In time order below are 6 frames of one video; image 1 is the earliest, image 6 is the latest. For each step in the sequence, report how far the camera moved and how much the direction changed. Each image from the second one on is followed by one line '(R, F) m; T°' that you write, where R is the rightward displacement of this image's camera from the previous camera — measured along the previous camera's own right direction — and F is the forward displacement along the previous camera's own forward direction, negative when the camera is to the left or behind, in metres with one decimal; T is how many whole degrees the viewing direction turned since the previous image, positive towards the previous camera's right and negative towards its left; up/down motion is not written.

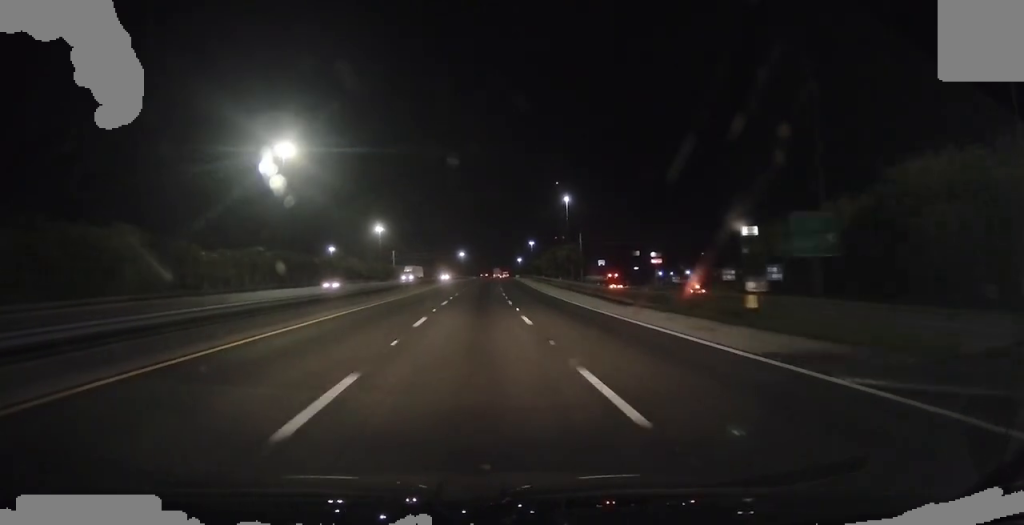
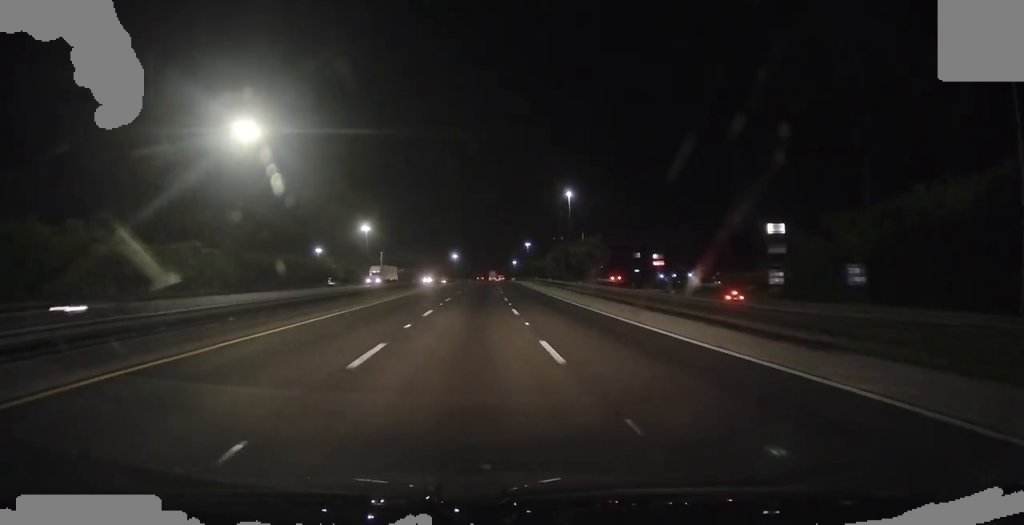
(+0.3, +20.1) m; +1°
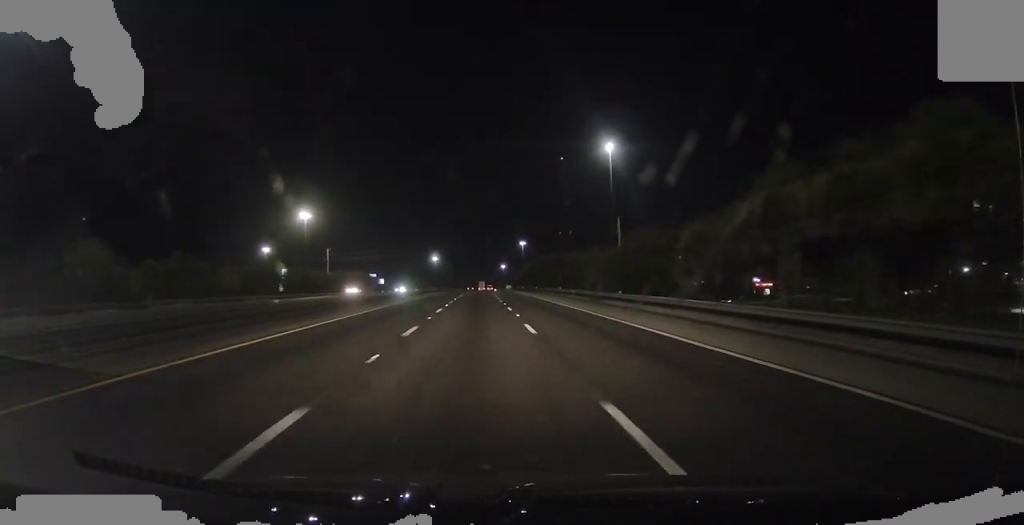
(+2.2, +80.1) m; +2°
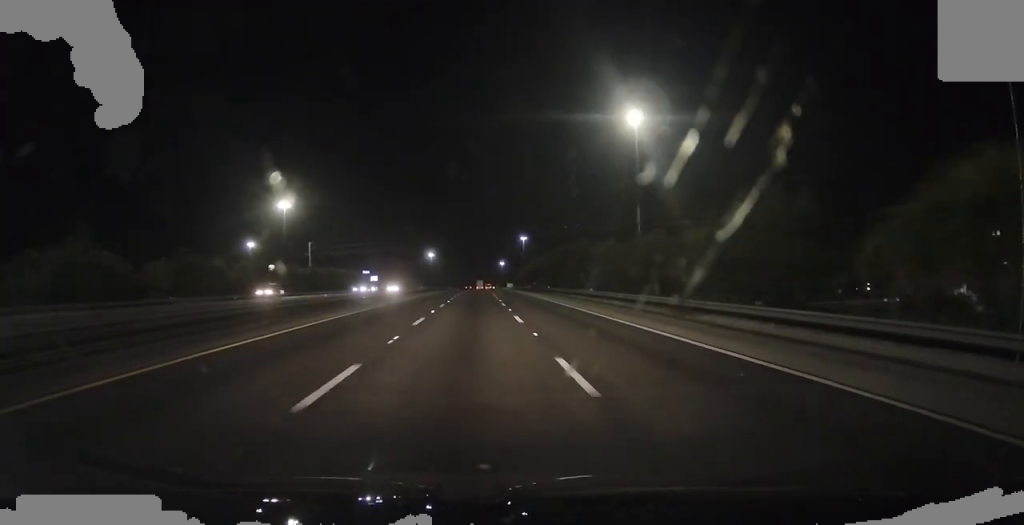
(-0.4, +21.2) m; -1°
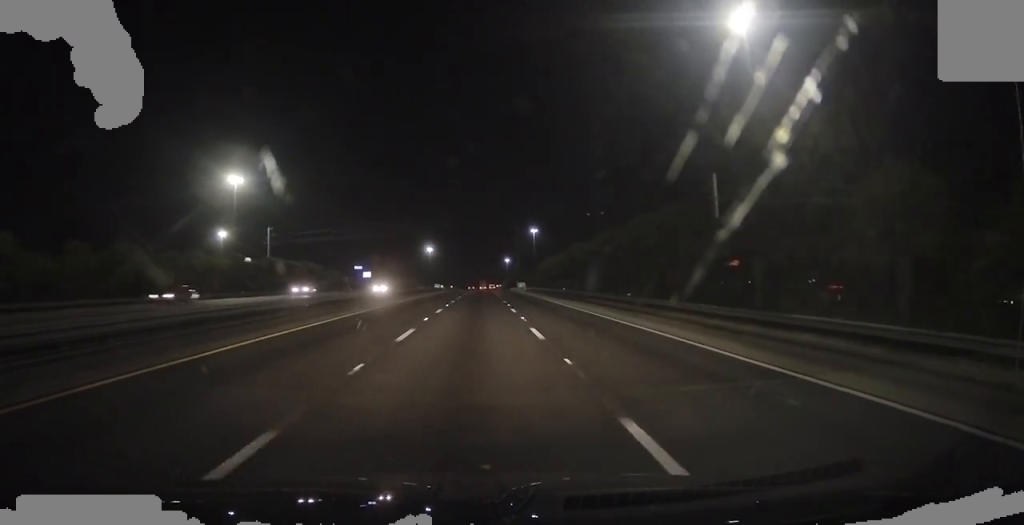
(-0.5, +42.3) m; -1°
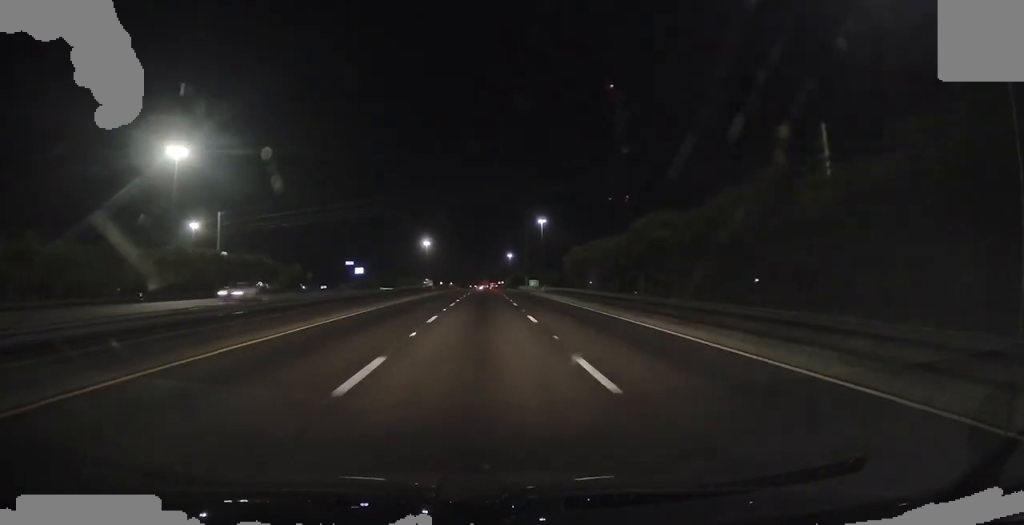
(0.0, +31.8) m; 0°
